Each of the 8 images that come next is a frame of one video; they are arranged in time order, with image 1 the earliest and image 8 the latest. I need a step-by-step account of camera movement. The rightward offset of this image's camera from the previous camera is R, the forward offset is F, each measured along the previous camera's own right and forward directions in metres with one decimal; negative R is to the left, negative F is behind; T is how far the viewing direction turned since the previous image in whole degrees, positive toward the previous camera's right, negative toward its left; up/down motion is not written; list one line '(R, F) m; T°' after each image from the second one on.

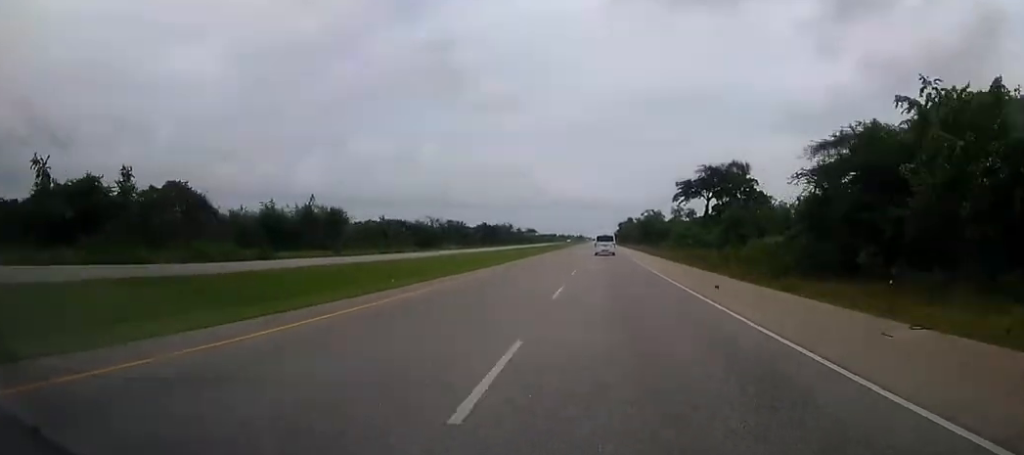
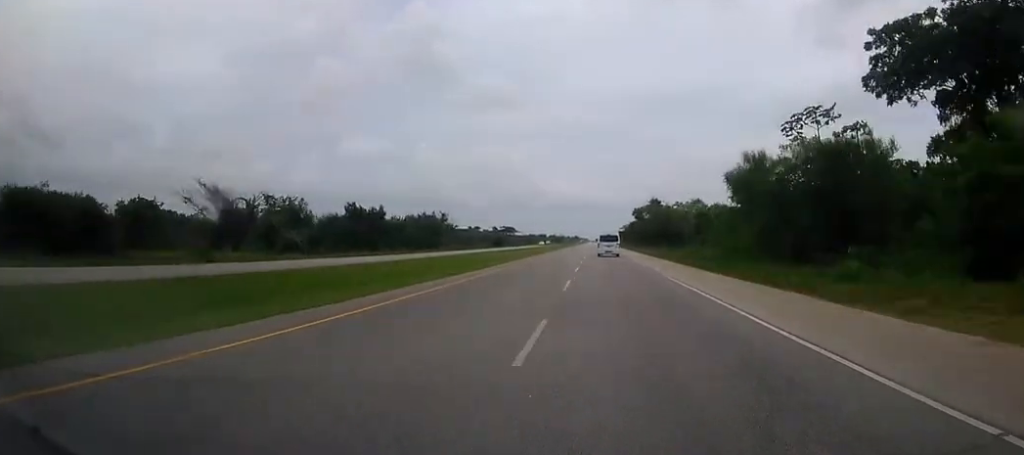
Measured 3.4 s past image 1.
(-0.1, +104.7) m; 0°
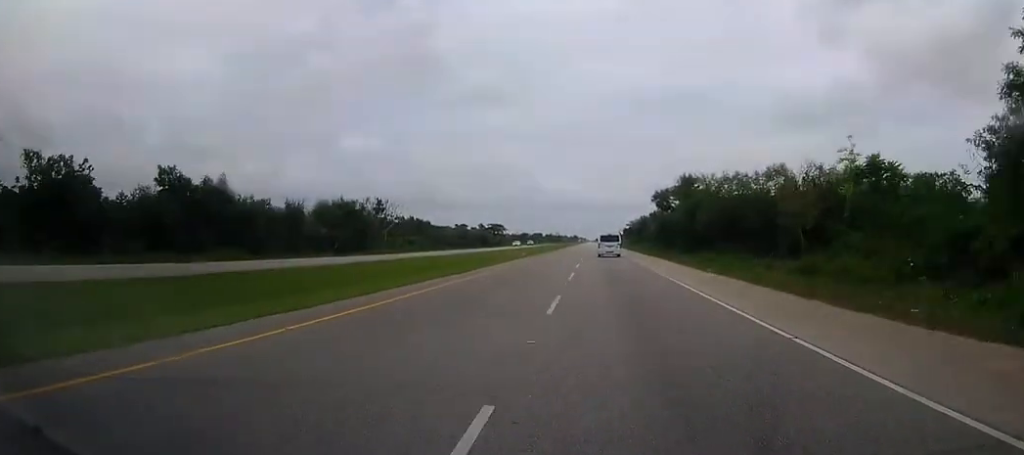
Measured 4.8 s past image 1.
(0.0, +42.6) m; 0°
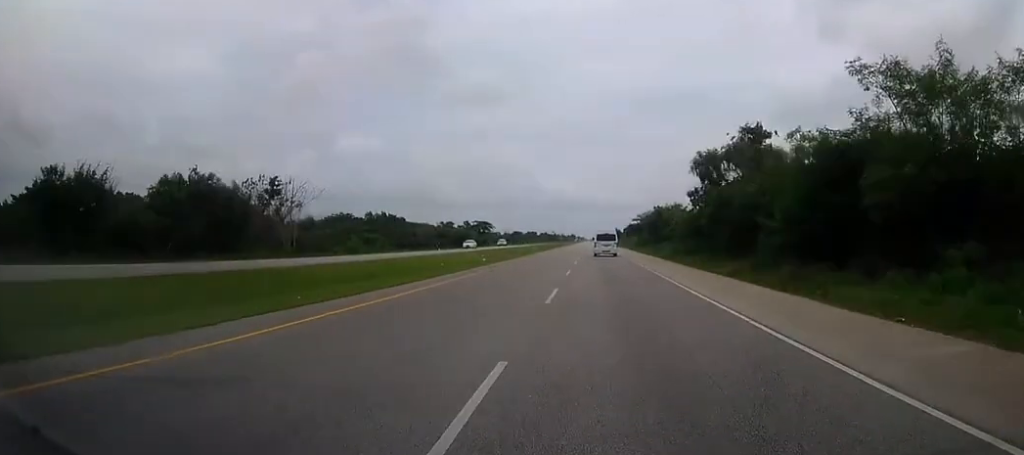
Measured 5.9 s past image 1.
(0.0, +33.2) m; 0°
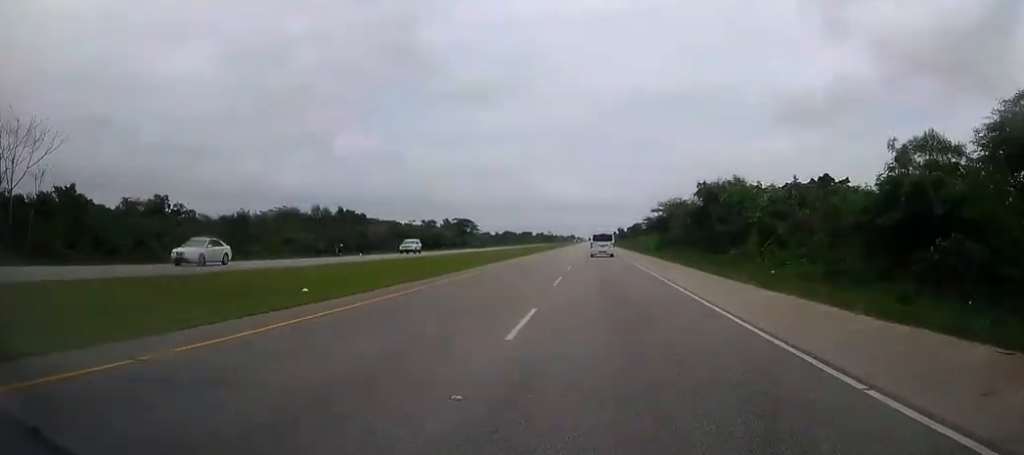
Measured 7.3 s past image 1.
(+0.1, +42.3) m; 0°
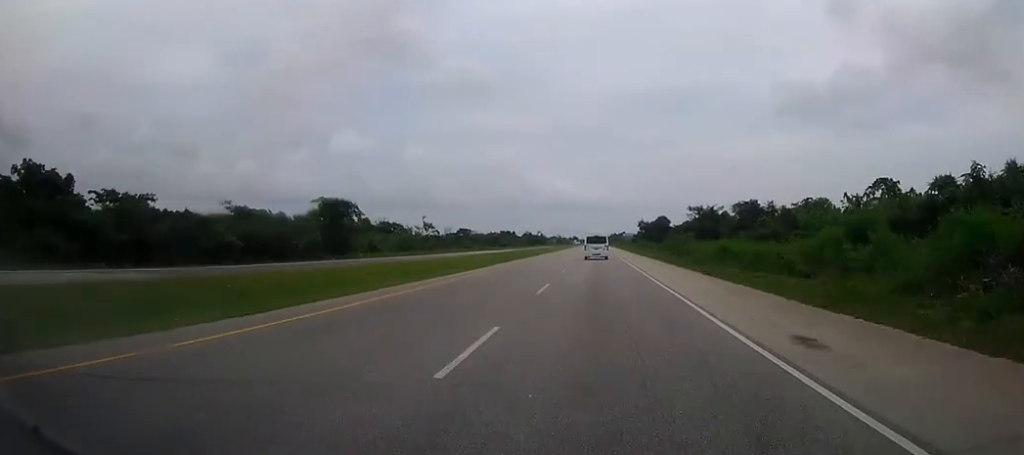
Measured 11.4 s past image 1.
(-0.1, +122.3) m; 0°
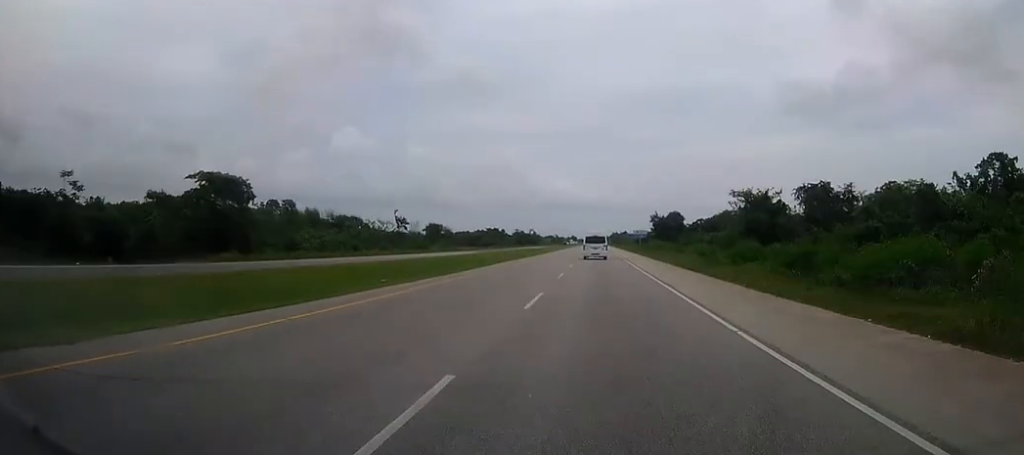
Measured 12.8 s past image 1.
(0.0, +41.6) m; 0°
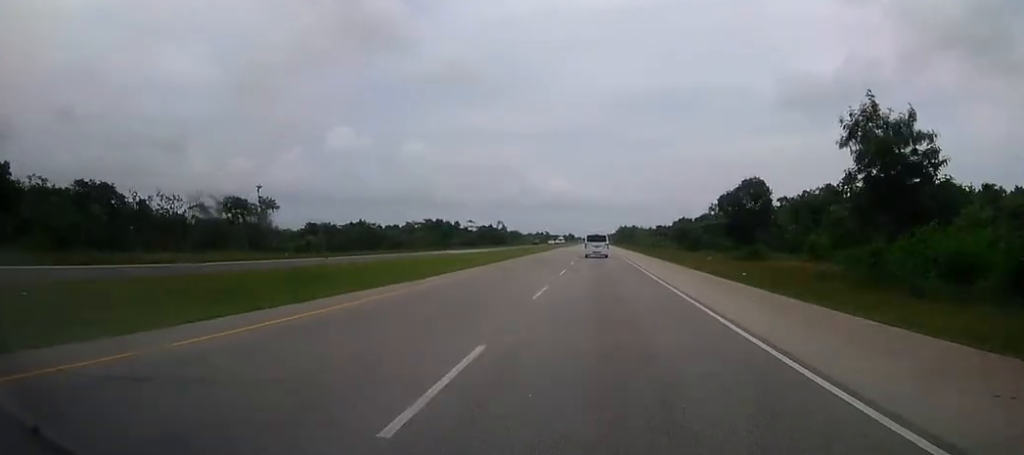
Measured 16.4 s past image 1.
(+0.1, +105.5) m; 0°
